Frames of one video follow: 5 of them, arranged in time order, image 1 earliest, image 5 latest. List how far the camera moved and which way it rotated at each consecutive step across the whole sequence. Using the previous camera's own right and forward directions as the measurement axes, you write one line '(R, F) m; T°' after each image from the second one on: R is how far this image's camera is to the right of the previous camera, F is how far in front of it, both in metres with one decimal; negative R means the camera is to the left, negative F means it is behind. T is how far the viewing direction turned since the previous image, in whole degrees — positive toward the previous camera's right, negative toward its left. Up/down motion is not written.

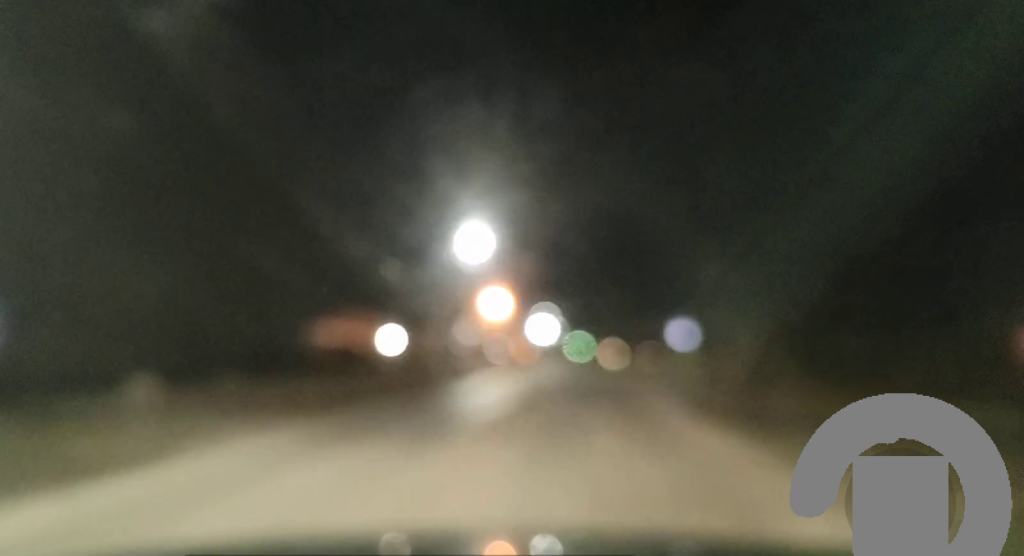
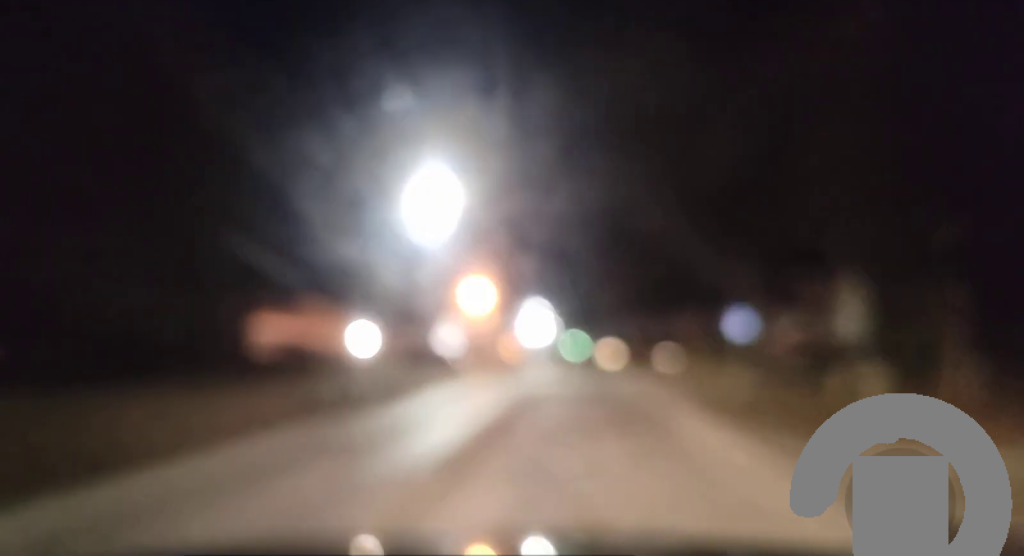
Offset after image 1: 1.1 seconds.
(-0.1, +18.3) m; 0°
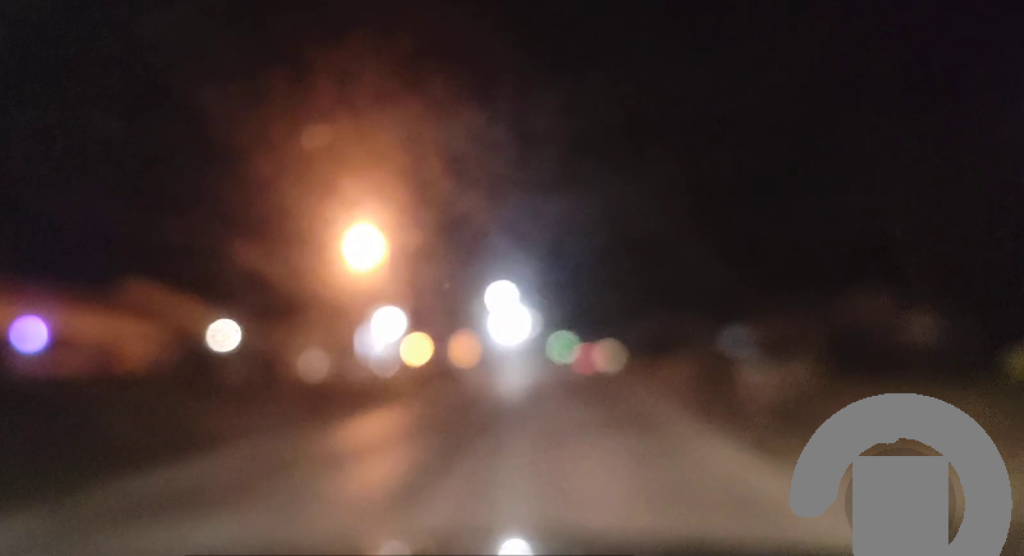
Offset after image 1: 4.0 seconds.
(+0.4, +49.8) m; 0°
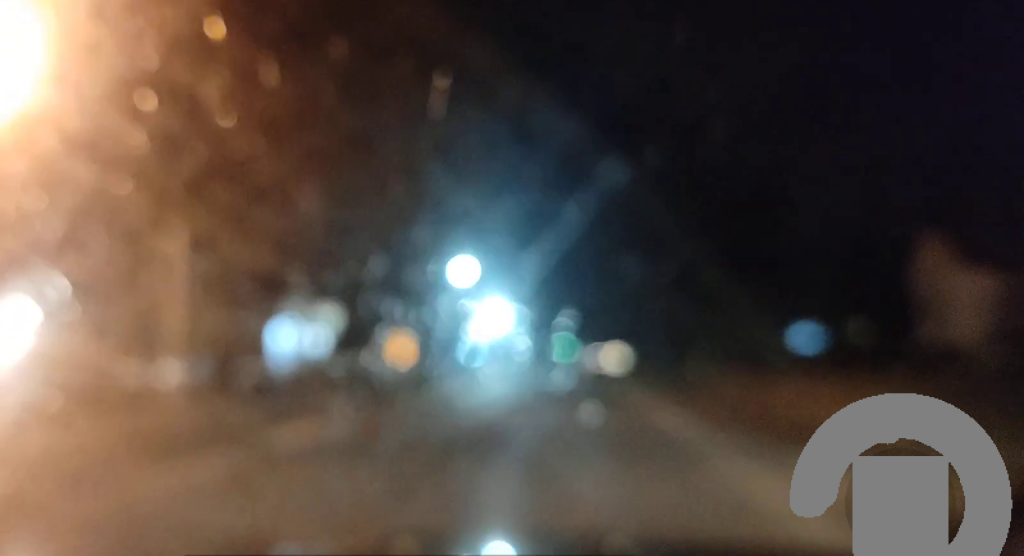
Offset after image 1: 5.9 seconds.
(+0.2, +32.6) m; 0°
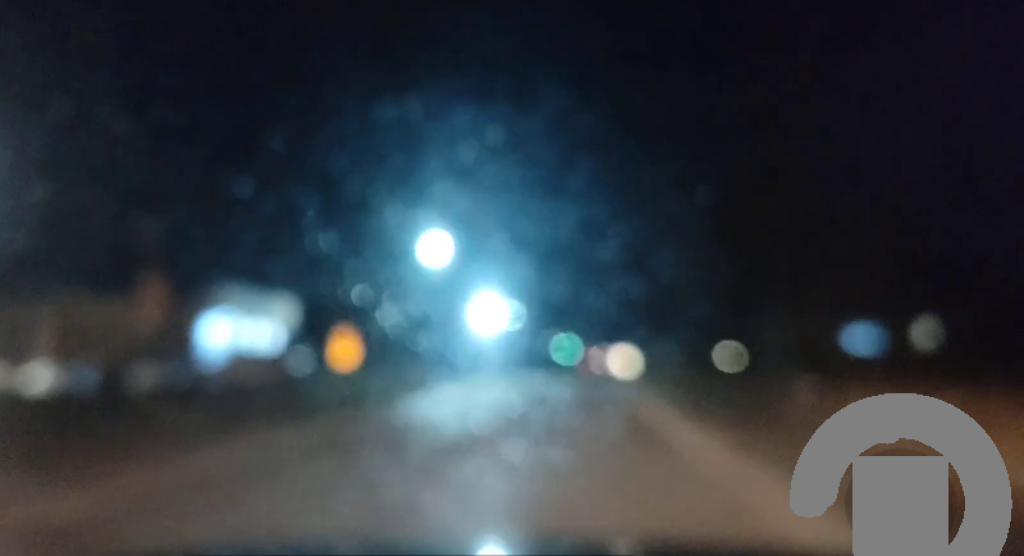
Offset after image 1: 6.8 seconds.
(0.0, +14.9) m; 0°
